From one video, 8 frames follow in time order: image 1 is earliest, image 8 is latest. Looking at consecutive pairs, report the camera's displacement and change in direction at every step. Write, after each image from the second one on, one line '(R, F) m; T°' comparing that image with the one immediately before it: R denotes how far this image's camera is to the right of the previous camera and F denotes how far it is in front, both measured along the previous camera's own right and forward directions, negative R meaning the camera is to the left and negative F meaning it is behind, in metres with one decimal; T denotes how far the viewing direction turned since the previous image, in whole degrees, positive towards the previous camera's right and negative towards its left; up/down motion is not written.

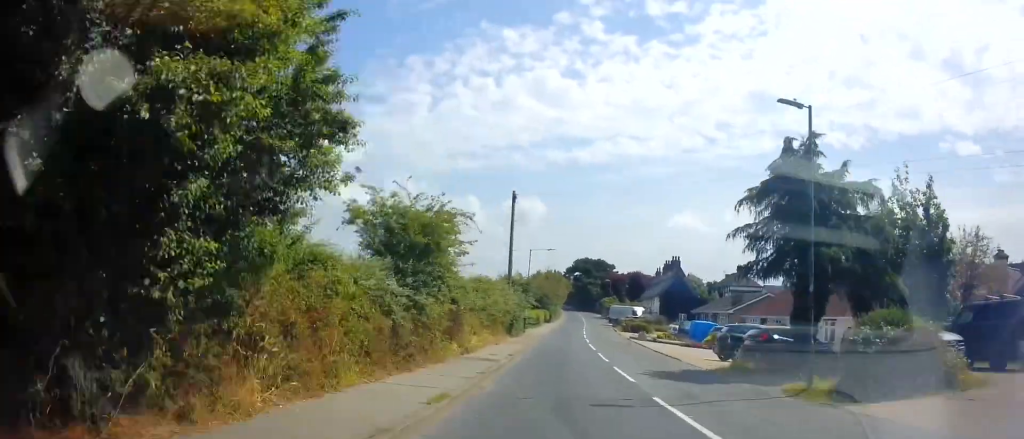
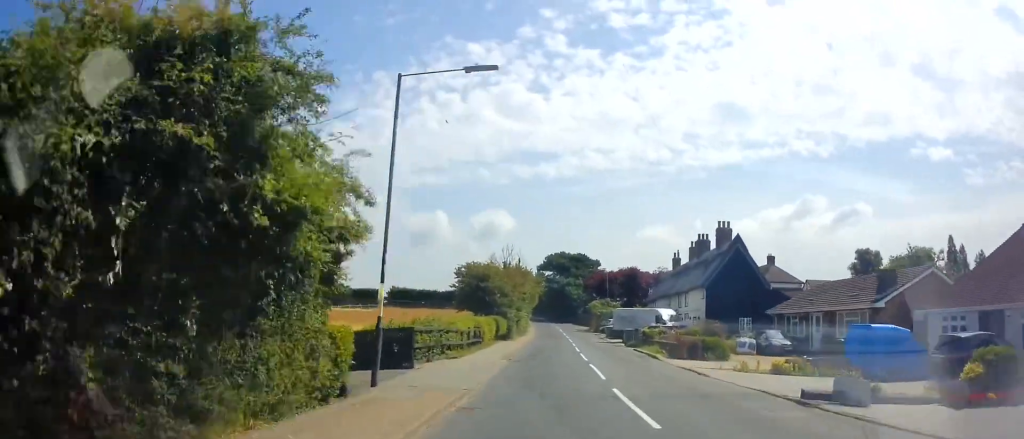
(+0.8, +31.1) m; +4°
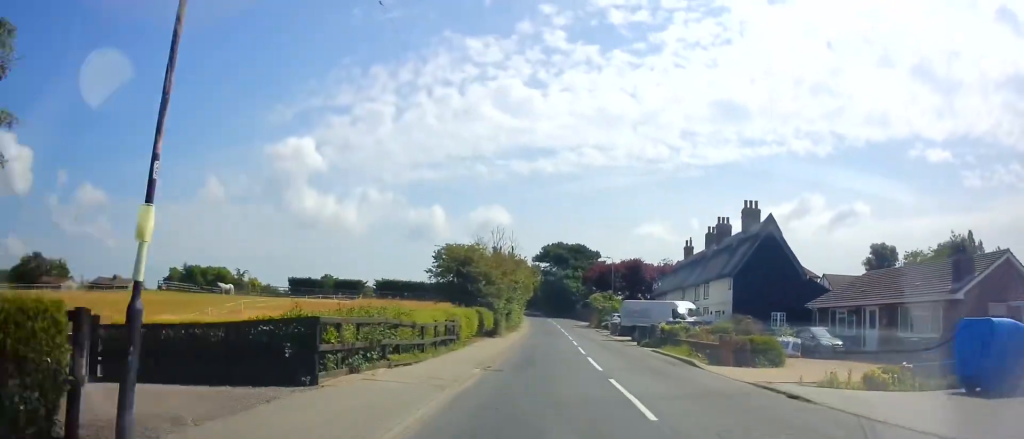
(+0.1, +6.6) m; +1°
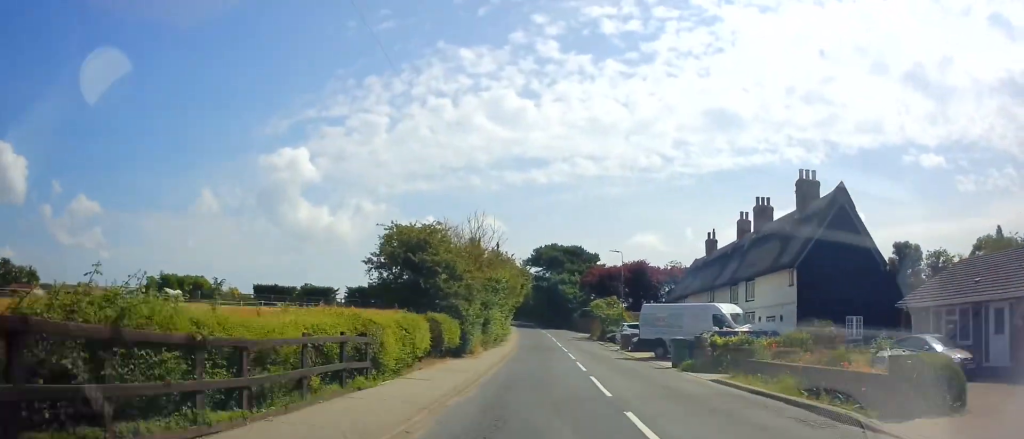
(0.0, +9.5) m; 0°
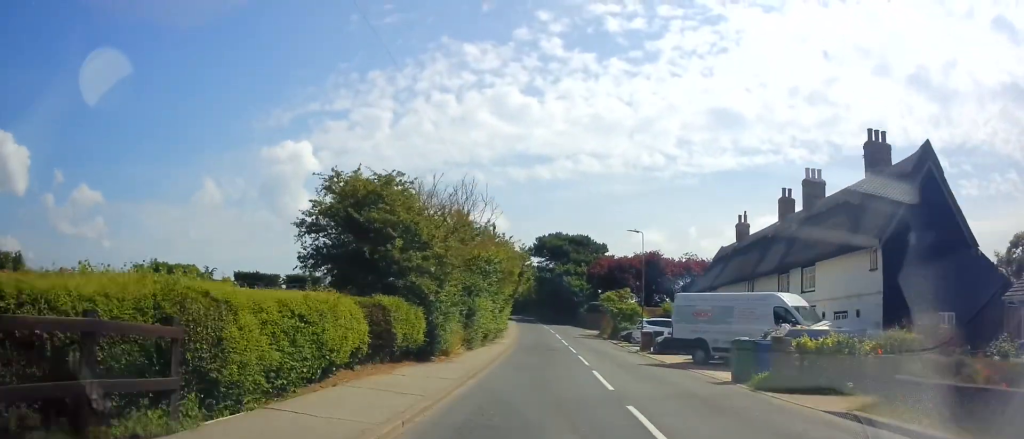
(0.0, +6.4) m; 0°
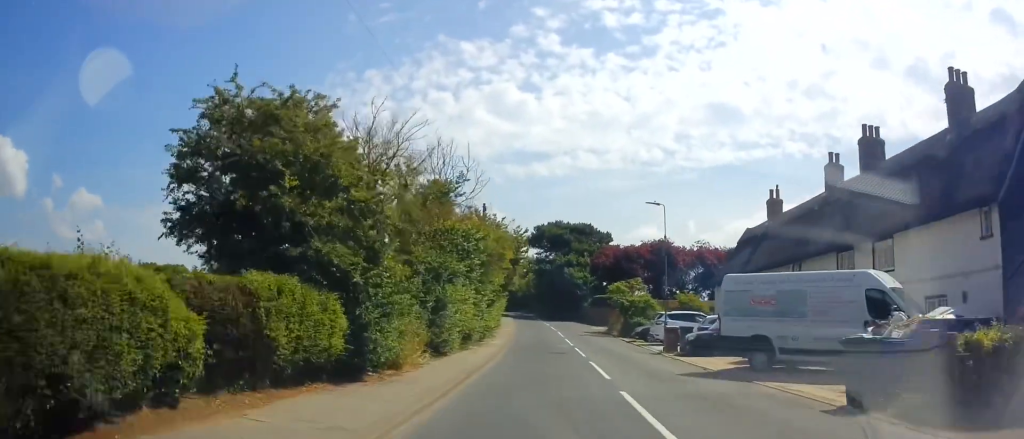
(-0.1, +5.7) m; 0°
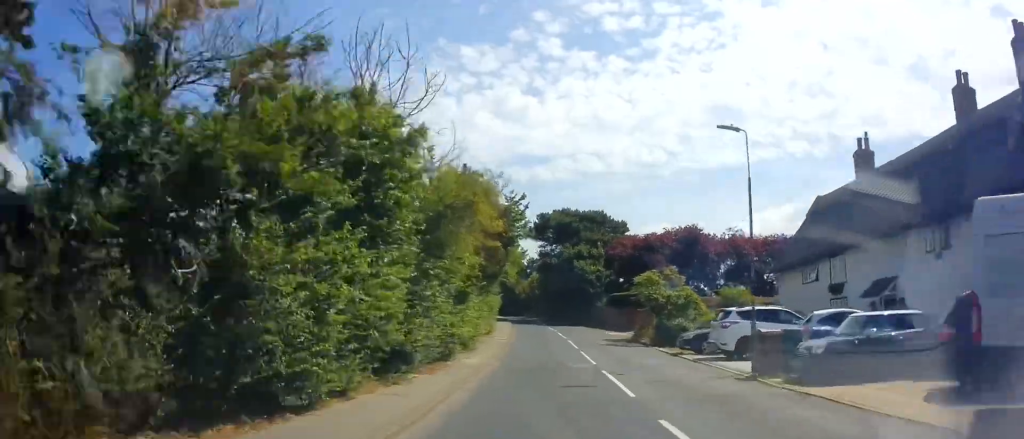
(0.0, +10.0) m; 0°
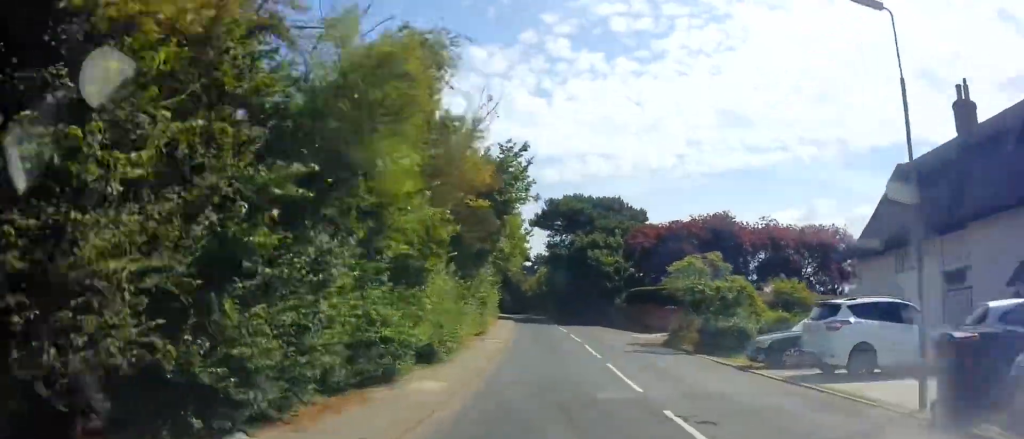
(0.0, +6.3) m; 0°
